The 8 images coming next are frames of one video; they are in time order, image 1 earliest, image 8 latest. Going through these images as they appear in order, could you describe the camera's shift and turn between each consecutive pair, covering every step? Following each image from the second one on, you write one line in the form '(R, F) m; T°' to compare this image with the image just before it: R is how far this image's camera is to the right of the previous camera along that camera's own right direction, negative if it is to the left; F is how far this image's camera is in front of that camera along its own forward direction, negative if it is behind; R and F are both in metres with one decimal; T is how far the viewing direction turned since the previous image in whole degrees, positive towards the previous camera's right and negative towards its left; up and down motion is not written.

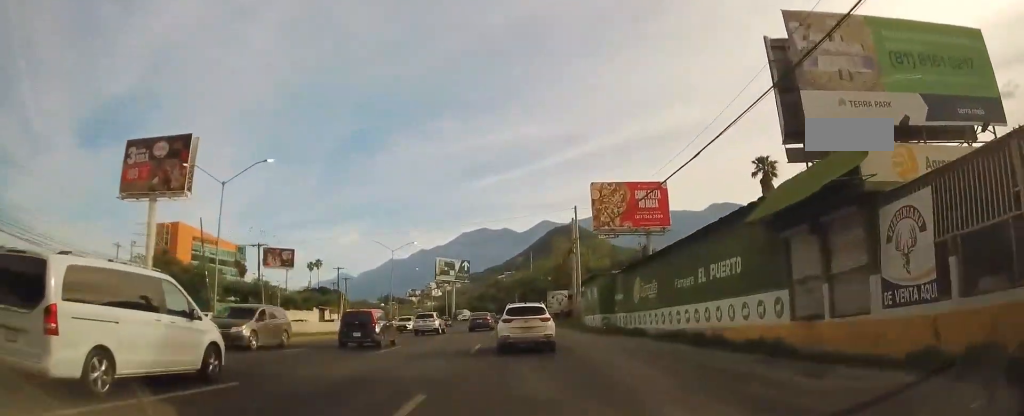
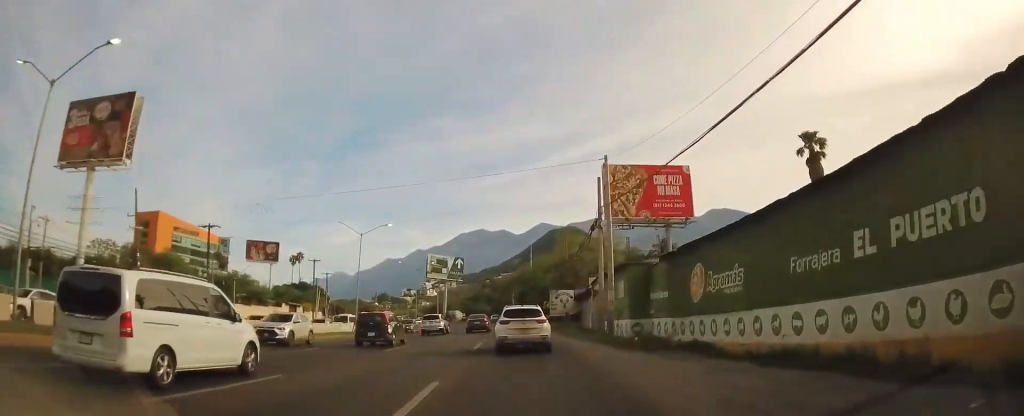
(0.0, +13.3) m; 0°
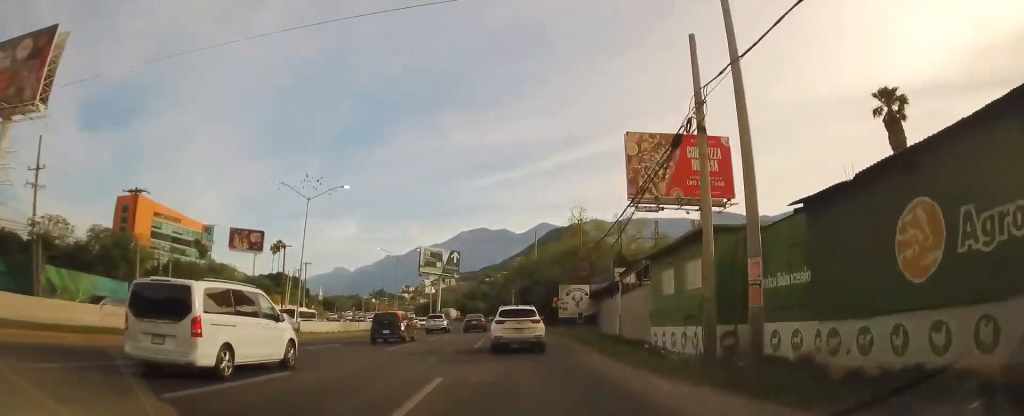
(0.0, +14.9) m; 0°
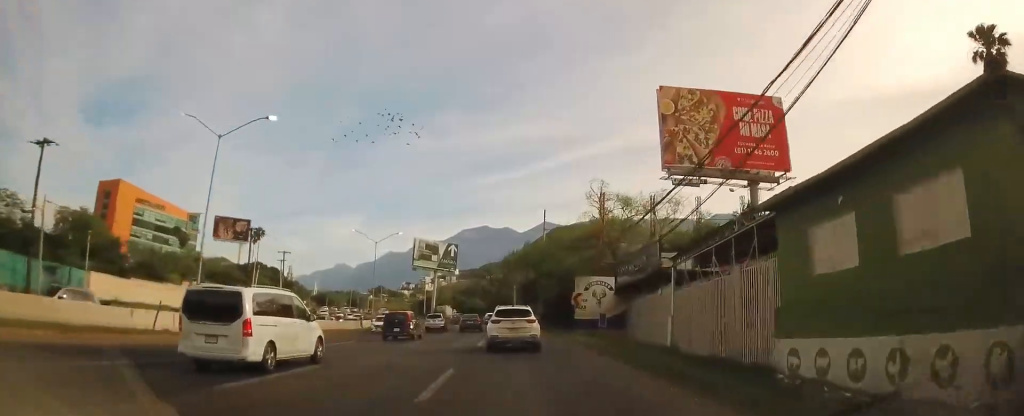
(-0.1, +13.6) m; 0°
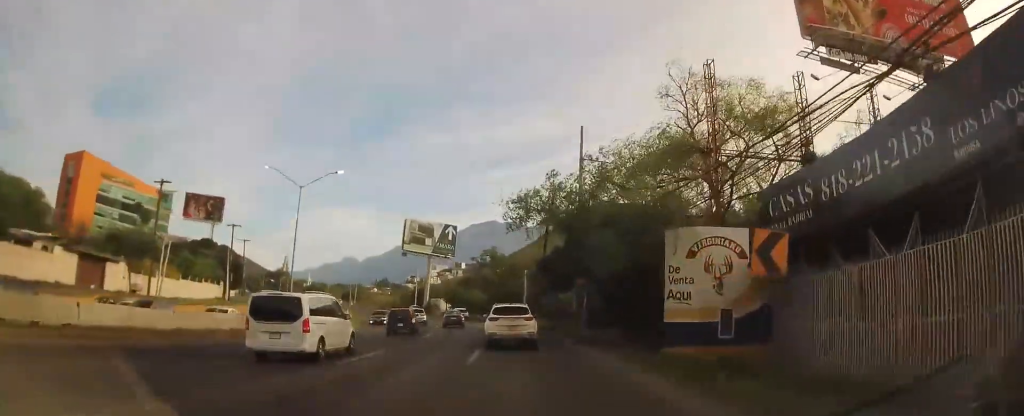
(-0.3, +25.0) m; -2°
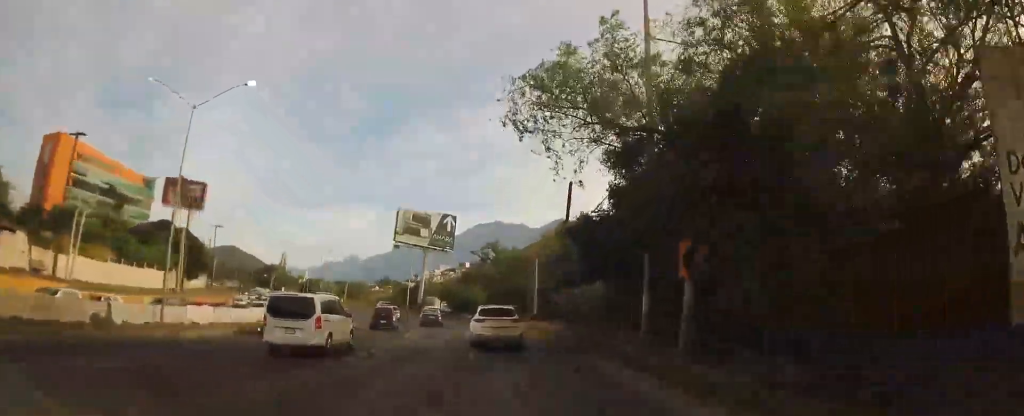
(-0.4, +15.0) m; 0°
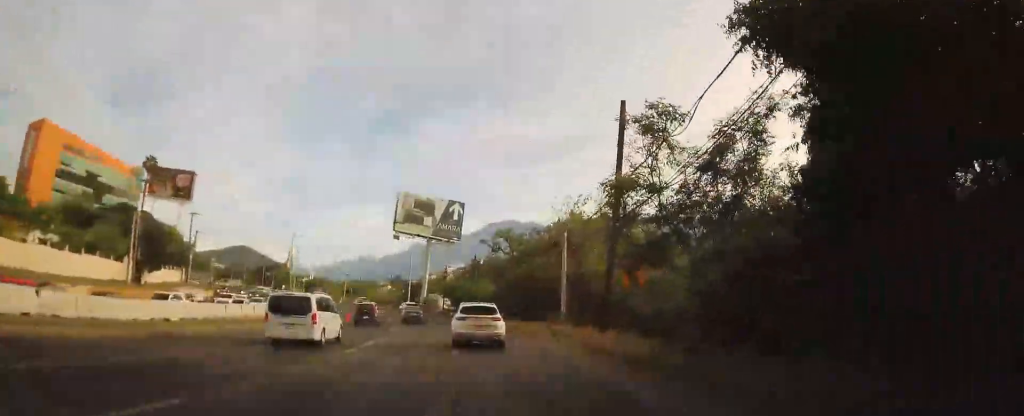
(+0.5, +13.4) m; -1°
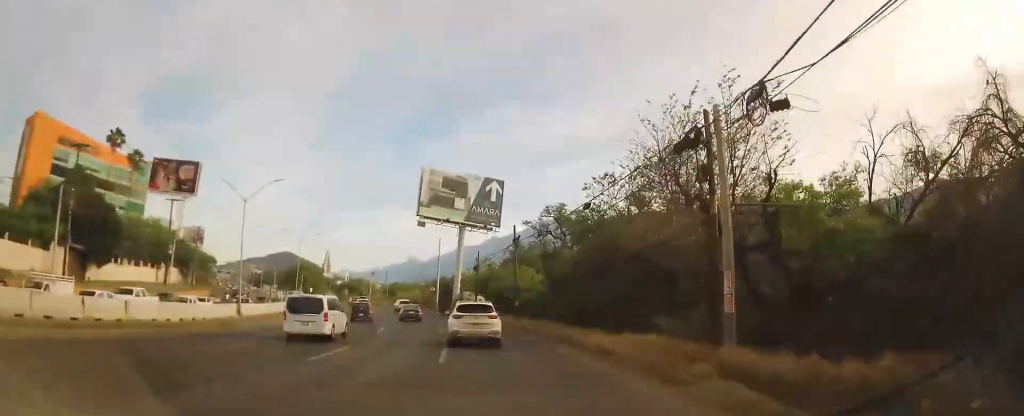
(-0.9, +18.4) m; -5°
